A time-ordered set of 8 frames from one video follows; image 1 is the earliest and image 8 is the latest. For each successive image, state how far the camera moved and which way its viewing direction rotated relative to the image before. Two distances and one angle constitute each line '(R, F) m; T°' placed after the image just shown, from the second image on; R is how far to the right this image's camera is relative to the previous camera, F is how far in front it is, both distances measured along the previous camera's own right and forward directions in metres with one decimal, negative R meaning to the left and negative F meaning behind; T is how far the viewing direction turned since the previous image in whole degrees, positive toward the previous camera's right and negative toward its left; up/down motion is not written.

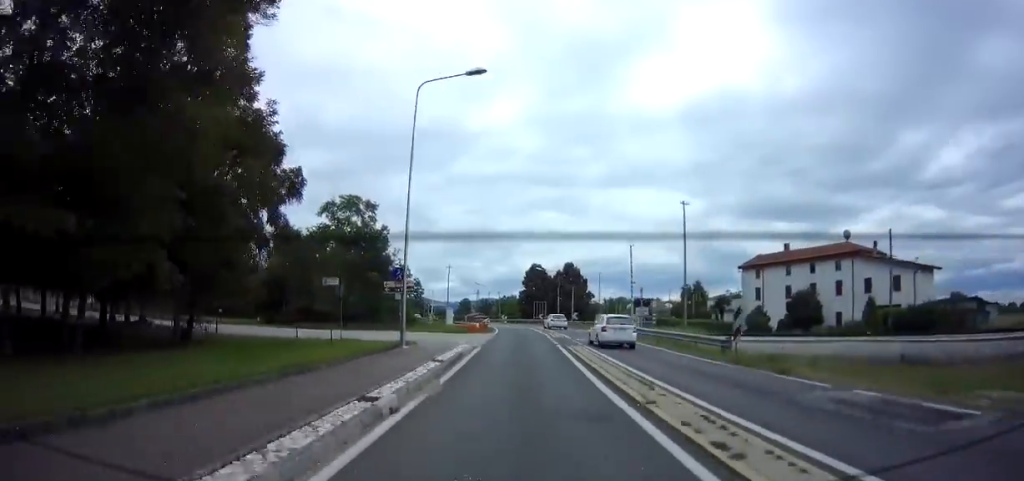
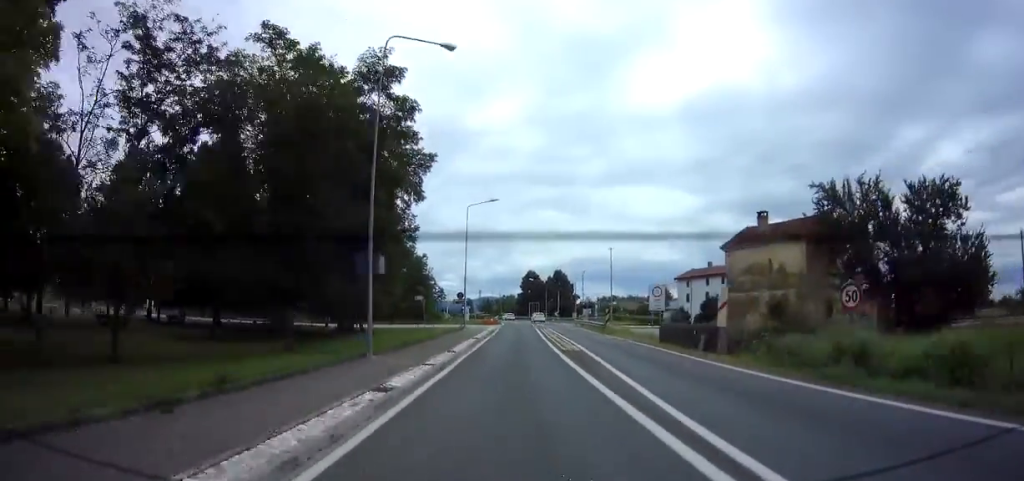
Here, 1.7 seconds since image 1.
(-0.1, +26.2) m; +1°
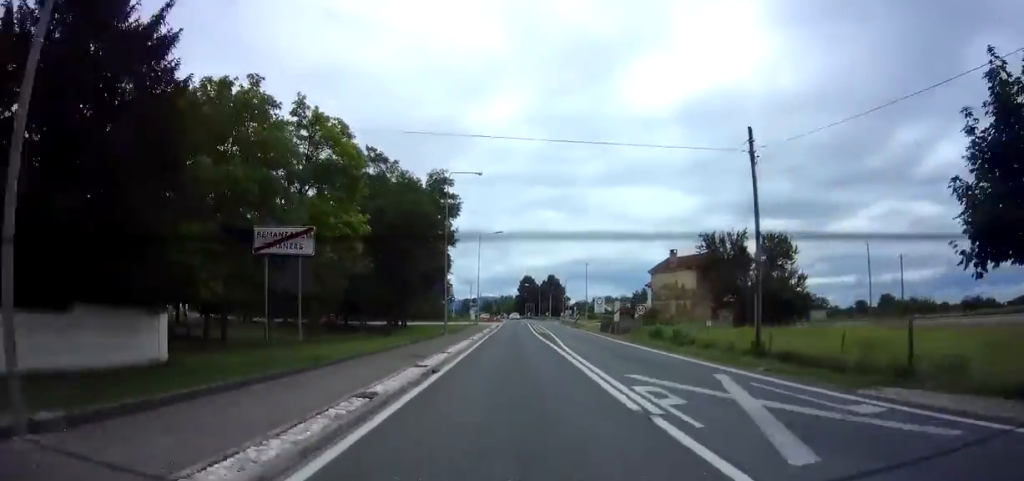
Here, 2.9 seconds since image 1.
(+0.4, +19.9) m; 0°
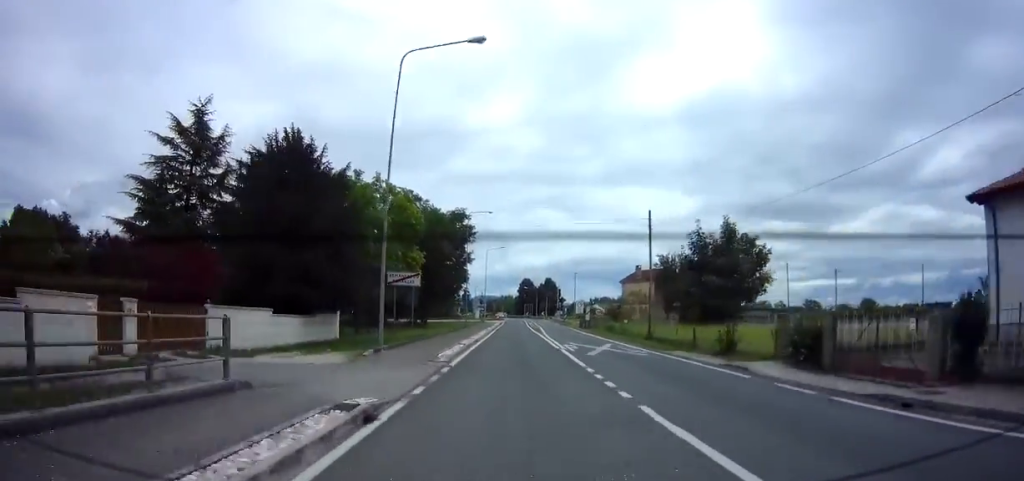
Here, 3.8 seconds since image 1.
(-0.4, +15.3) m; 0°
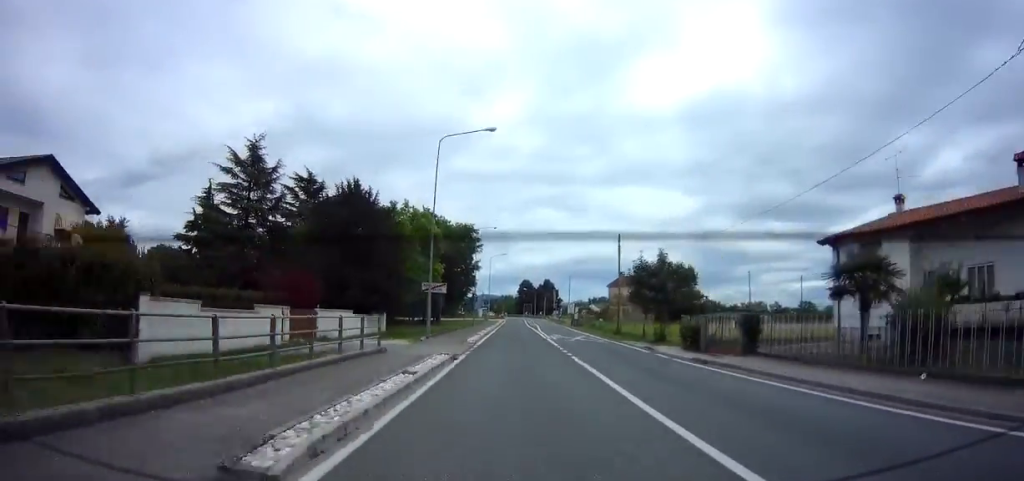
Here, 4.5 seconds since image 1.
(+0.2, +10.4) m; 0°
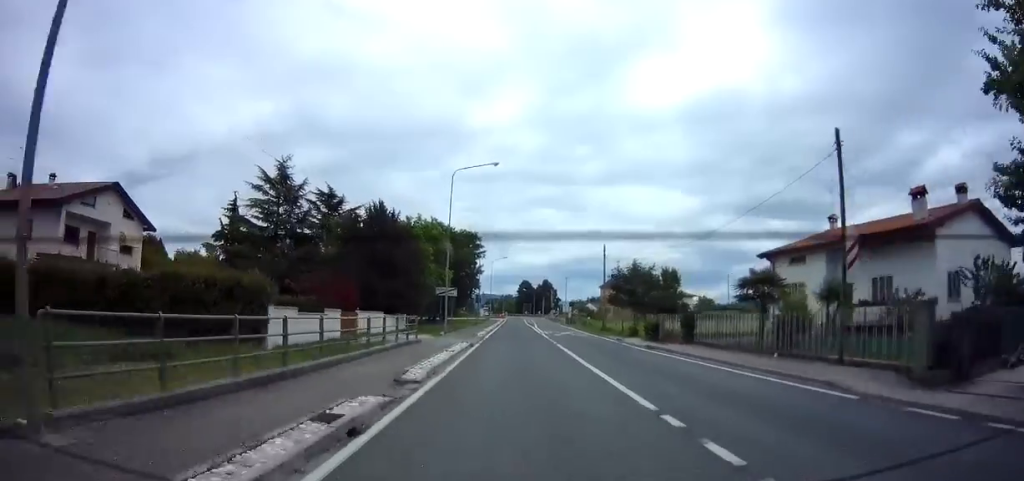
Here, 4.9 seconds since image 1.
(+0.1, +7.1) m; 0°
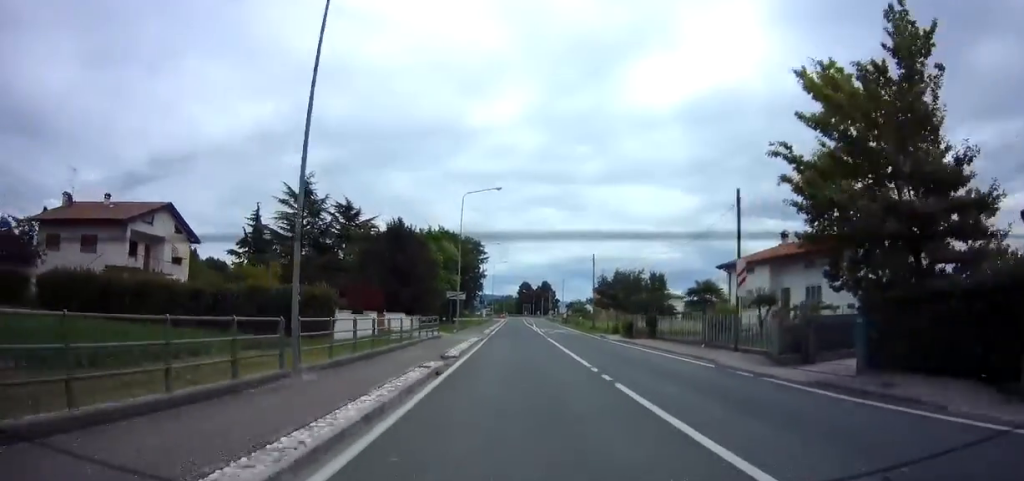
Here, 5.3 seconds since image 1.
(-0.2, +7.1) m; -1°
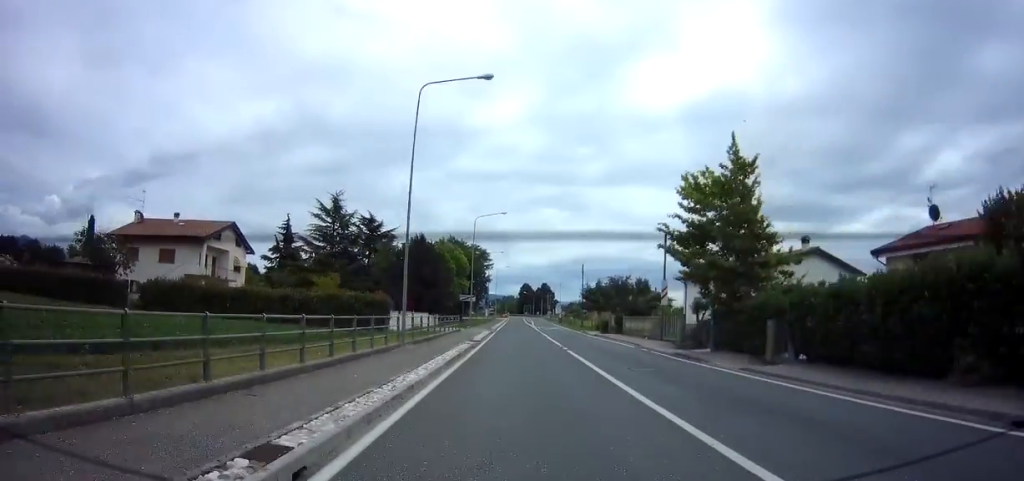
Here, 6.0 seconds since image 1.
(-0.1, +11.3) m; -1°
